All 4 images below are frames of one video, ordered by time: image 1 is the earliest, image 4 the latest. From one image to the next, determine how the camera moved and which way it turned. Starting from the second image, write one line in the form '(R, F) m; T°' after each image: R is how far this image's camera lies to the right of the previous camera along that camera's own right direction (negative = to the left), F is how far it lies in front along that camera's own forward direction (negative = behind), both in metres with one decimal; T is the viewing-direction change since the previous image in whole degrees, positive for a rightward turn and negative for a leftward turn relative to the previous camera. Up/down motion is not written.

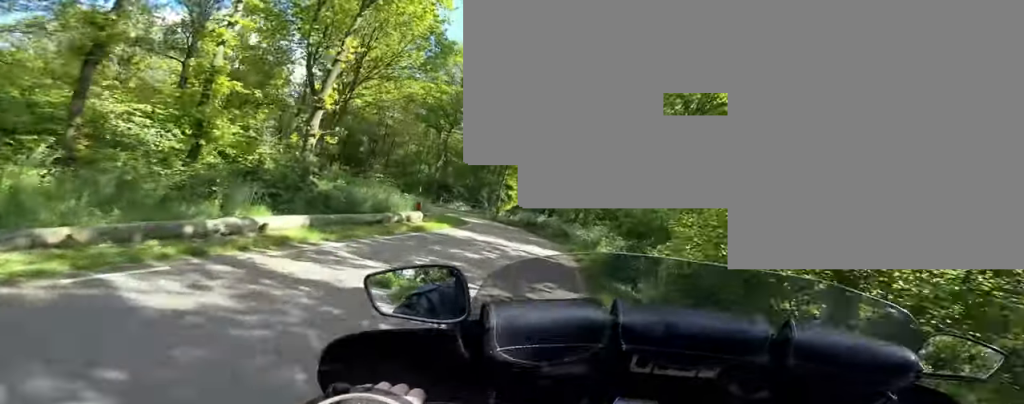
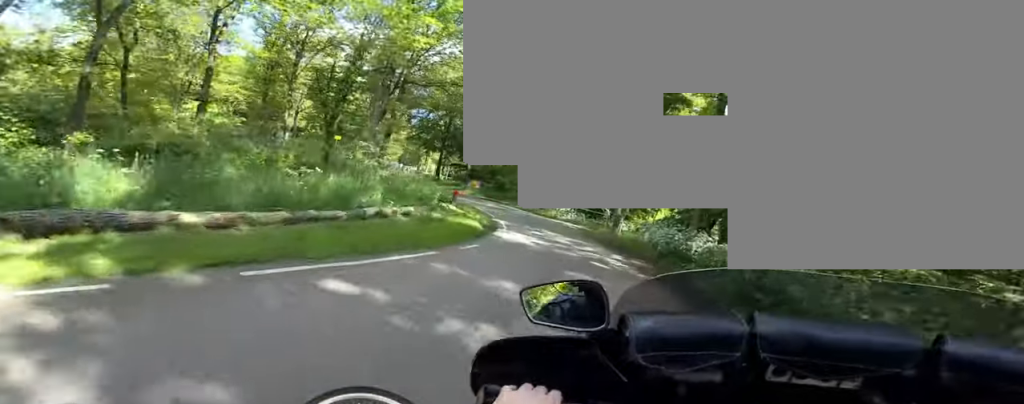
(-1.0, +14.6) m; -14°
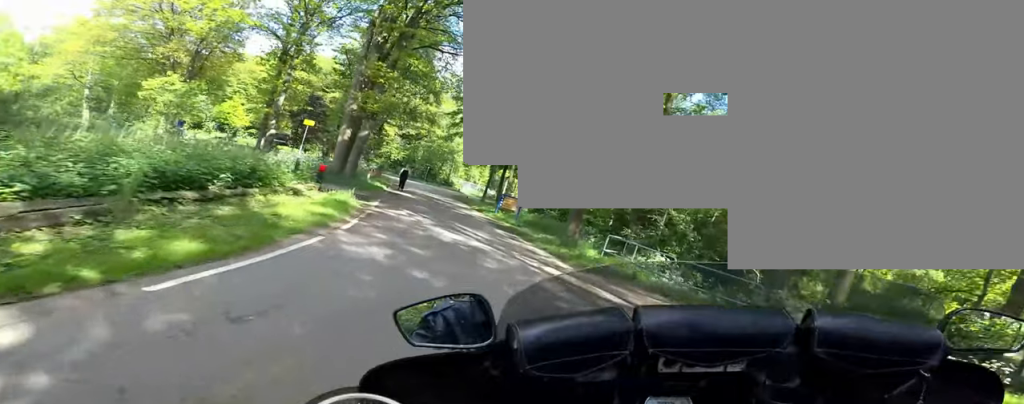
(-2.9, +11.8) m; -27°
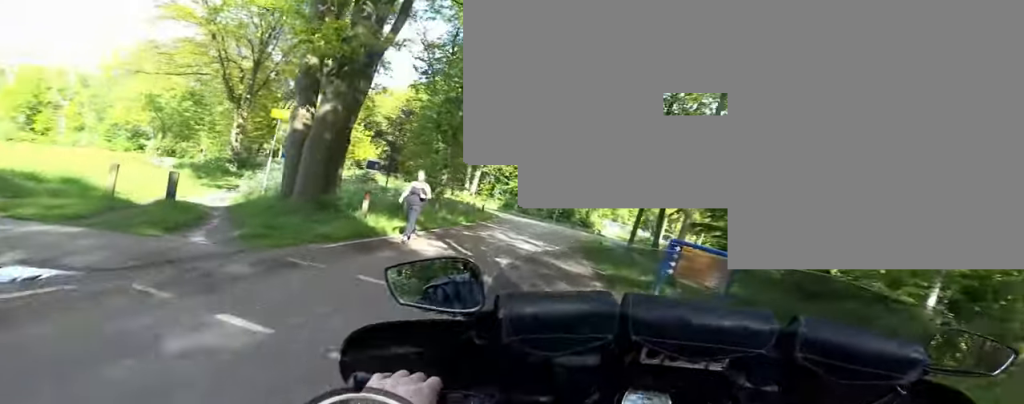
(-0.7, +10.7) m; -6°
